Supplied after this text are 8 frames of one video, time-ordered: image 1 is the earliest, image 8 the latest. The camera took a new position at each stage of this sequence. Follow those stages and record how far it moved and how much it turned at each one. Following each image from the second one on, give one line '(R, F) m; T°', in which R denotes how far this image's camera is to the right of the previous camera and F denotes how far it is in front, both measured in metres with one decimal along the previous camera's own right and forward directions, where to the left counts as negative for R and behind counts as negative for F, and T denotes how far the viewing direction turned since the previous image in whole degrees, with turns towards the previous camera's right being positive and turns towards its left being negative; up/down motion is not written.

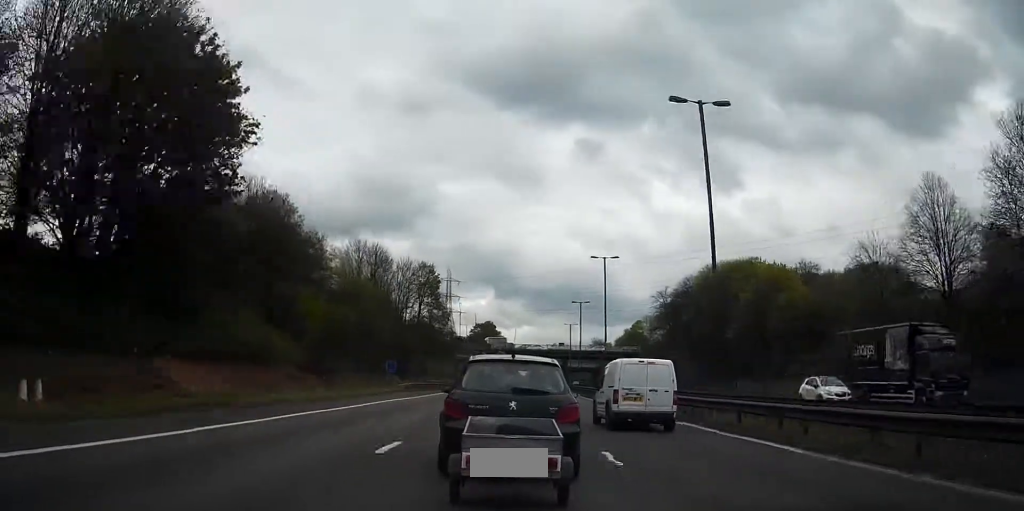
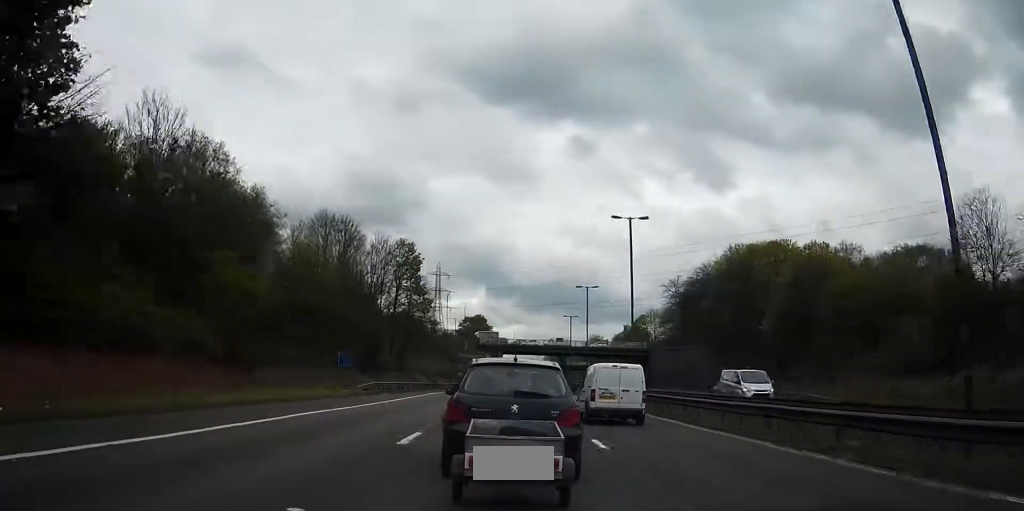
(+0.1, +15.6) m; +1°
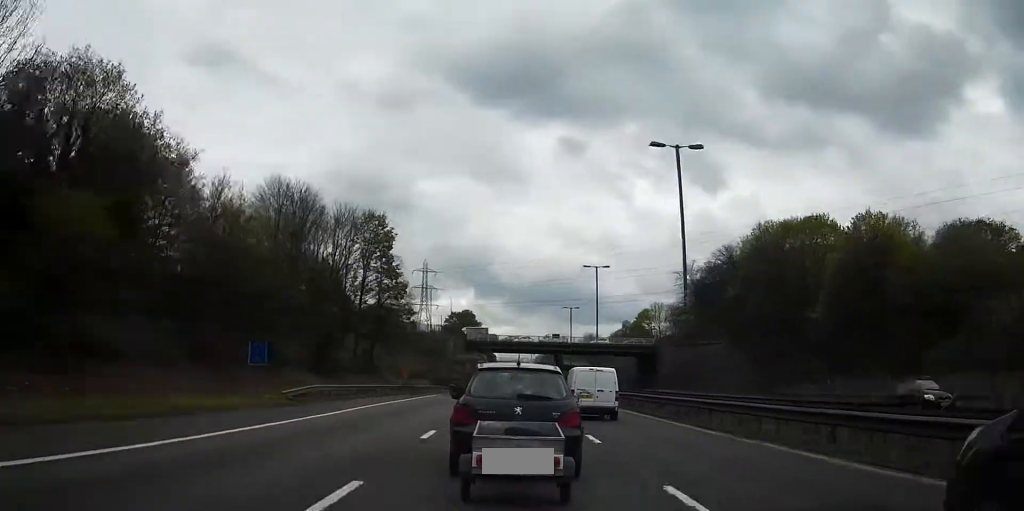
(+0.1, +15.6) m; +1°
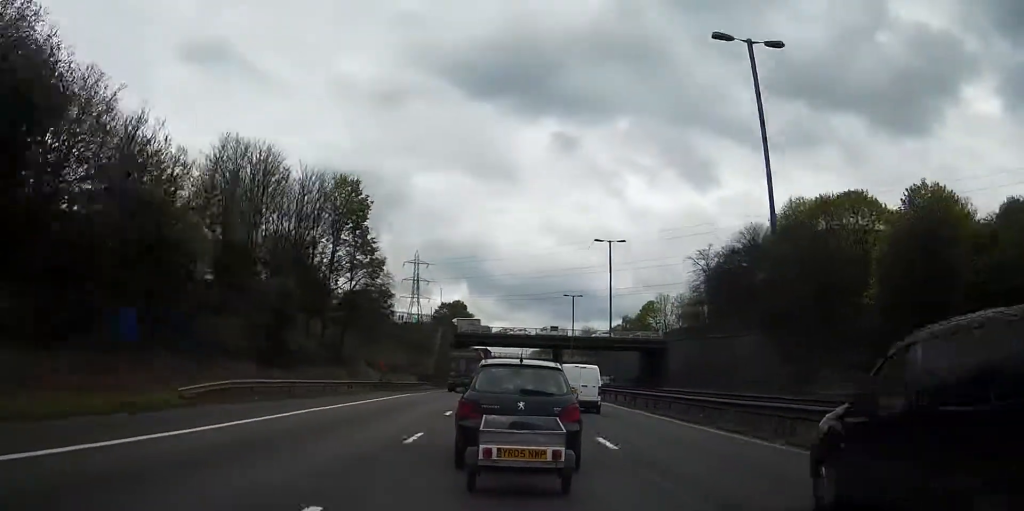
(0.0, +11.2) m; 0°
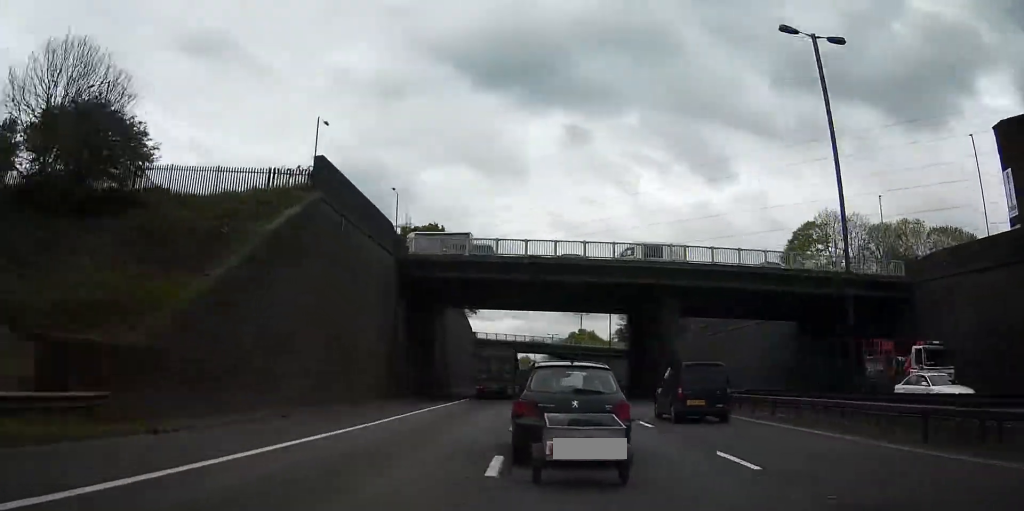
(0.0, +76.5) m; -1°
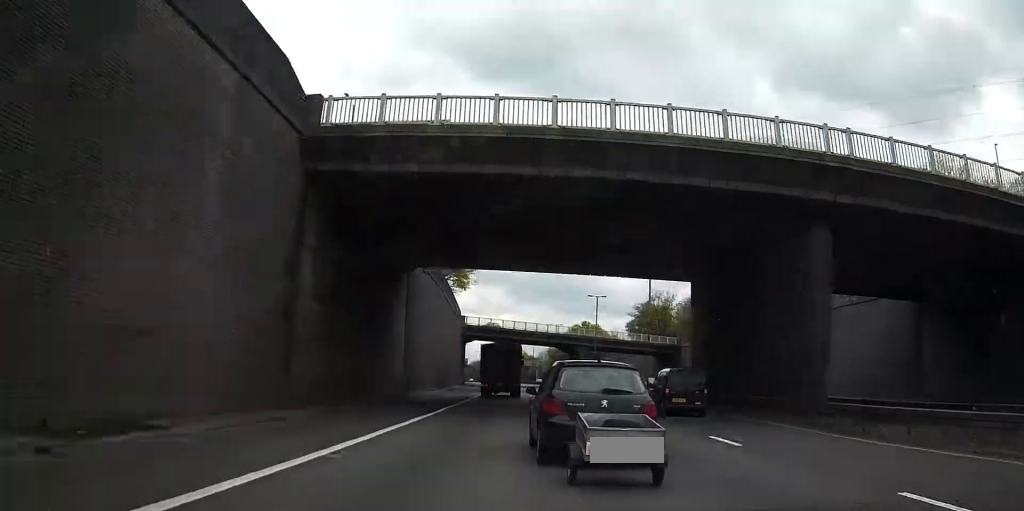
(-0.1, +24.1) m; 0°
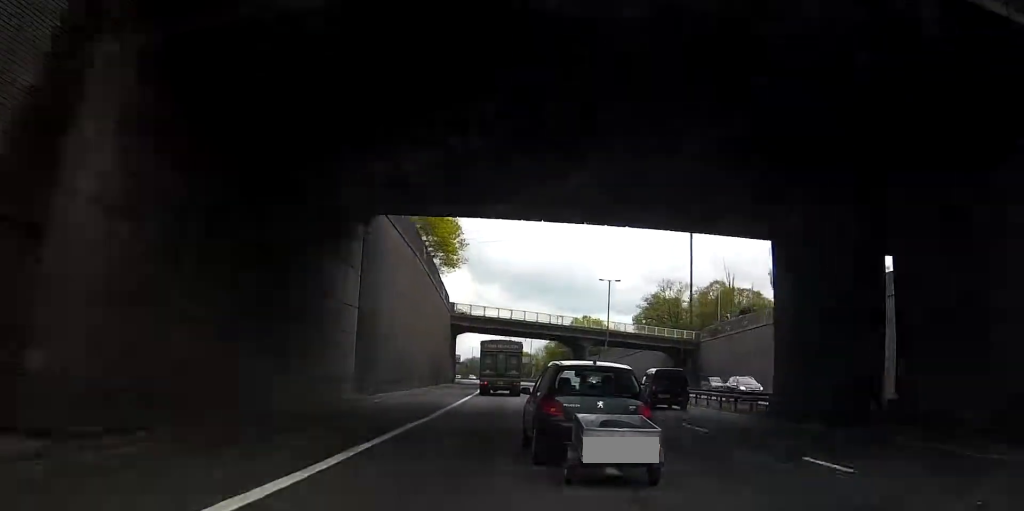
(0.0, +14.6) m; 0°
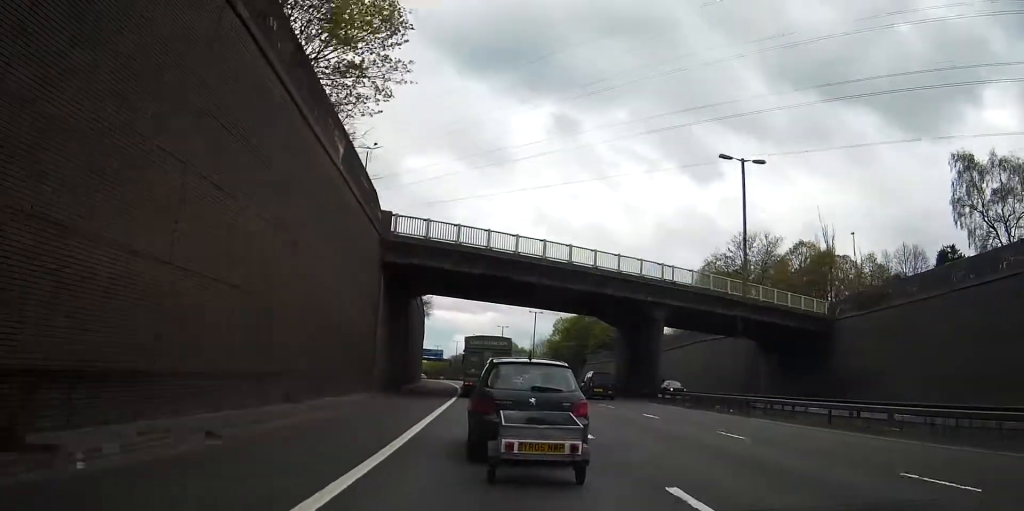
(+0.3, +47.3) m; +1°
